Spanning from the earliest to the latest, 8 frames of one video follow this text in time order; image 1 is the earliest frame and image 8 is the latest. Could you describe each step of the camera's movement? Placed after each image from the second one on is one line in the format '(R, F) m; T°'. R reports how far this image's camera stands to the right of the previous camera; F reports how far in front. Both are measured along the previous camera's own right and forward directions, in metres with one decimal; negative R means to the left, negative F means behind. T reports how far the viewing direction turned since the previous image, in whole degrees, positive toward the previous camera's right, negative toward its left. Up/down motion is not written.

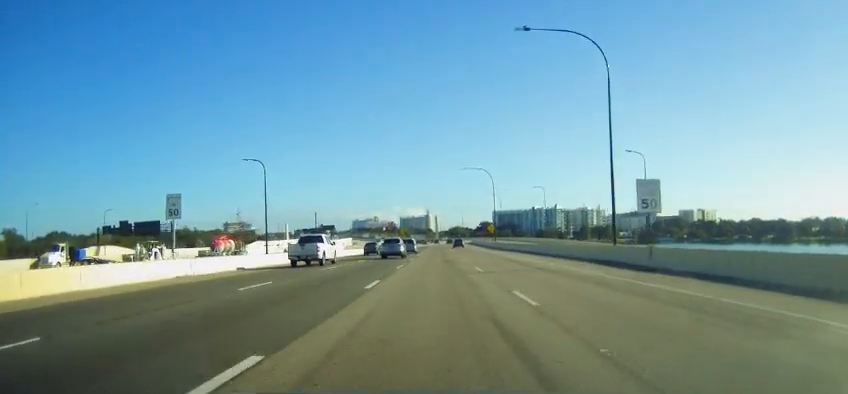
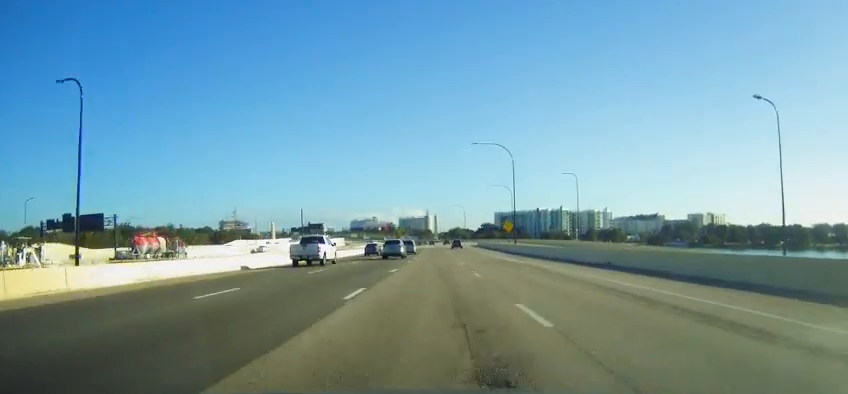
(0.0, +26.6) m; 0°
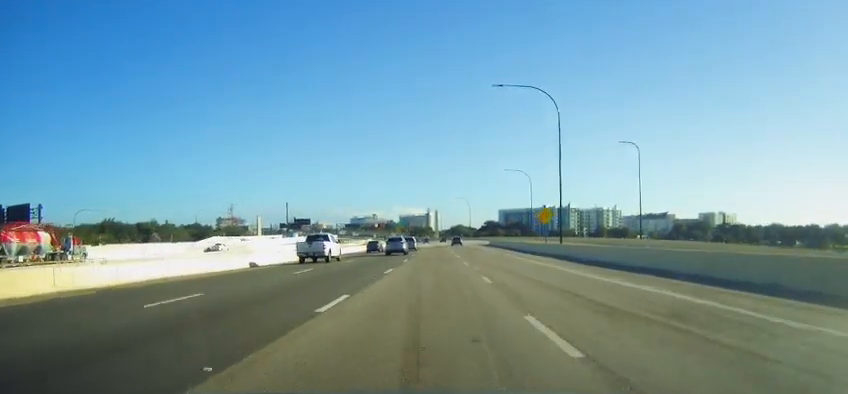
(0.0, +26.5) m; +1°
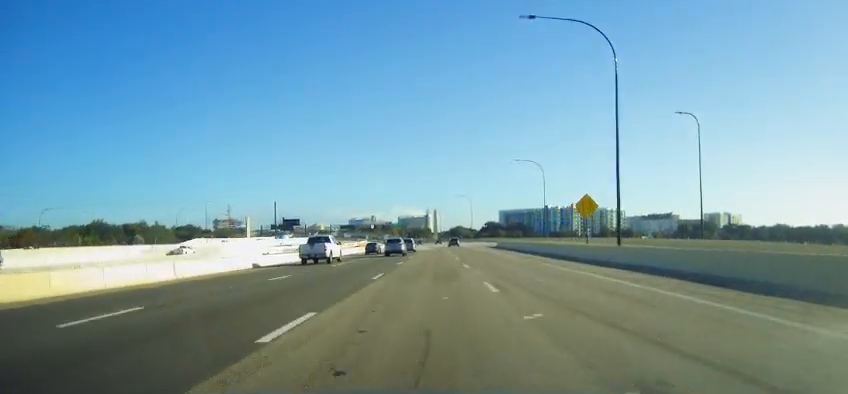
(0.0, +15.0) m; 0°
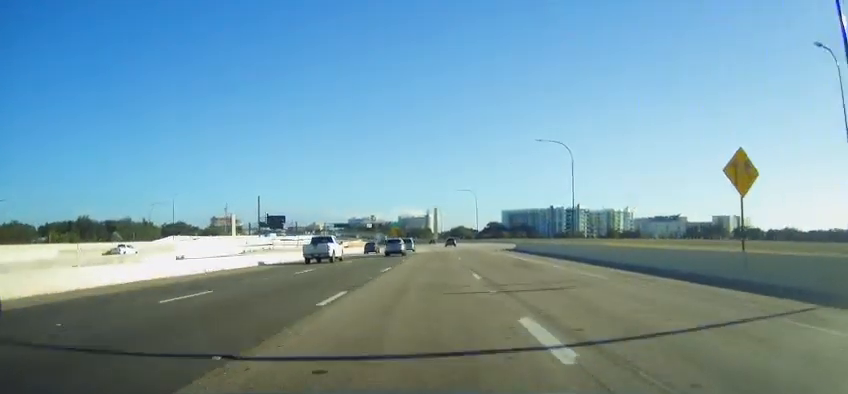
(+0.2, +20.0) m; 0°
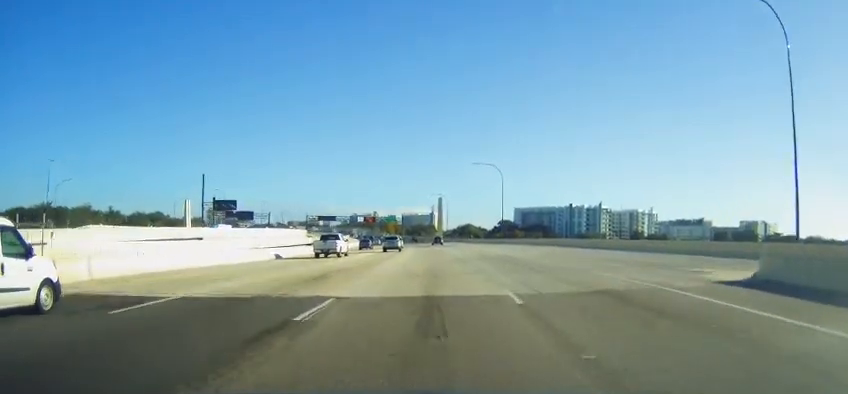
(-0.1, +50.5) m; -1°
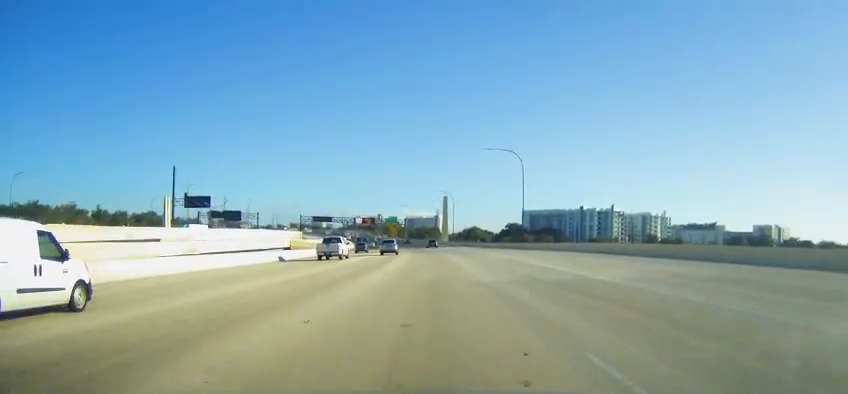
(-0.5, +19.3) m; -1°
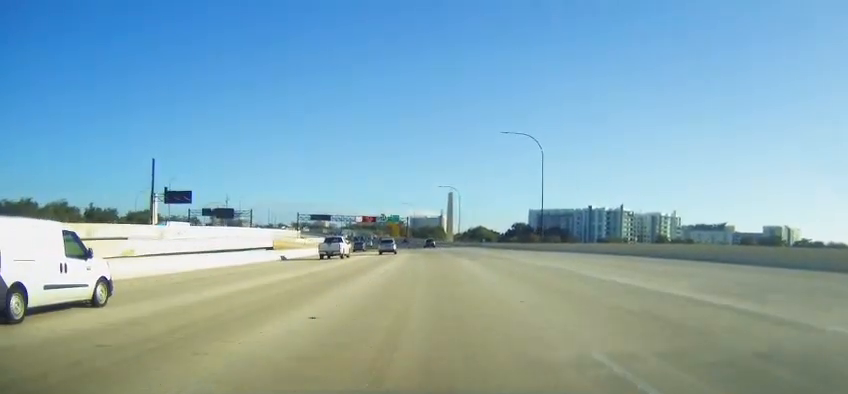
(0.0, +11.8) m; -1°
